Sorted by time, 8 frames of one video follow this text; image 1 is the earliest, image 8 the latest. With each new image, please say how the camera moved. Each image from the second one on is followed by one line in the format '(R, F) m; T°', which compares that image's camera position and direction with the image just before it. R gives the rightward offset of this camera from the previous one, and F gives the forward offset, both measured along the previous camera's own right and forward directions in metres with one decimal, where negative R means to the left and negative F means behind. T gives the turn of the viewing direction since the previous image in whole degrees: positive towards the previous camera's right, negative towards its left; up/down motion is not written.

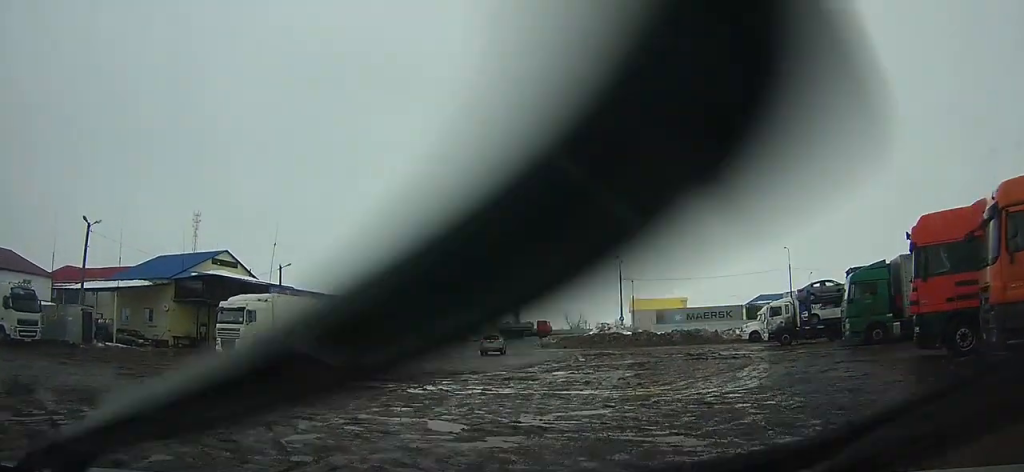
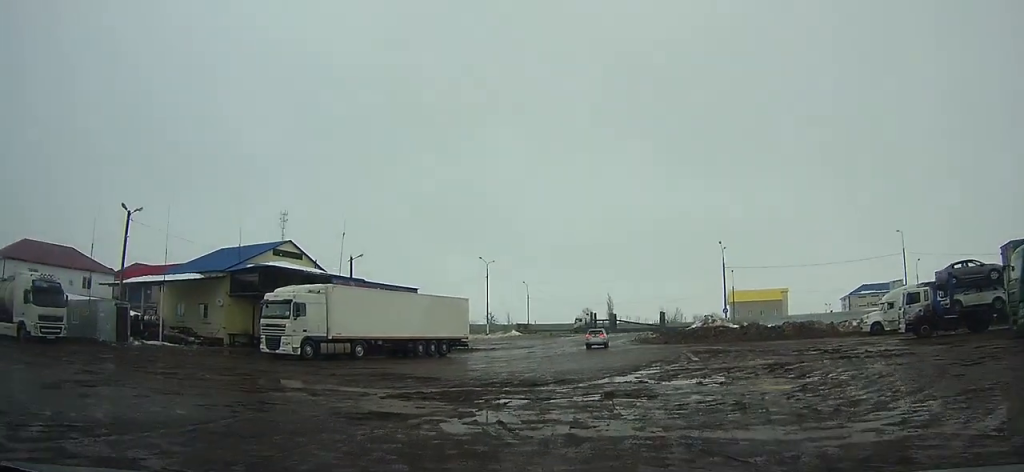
(-0.5, +5.9) m; -1°
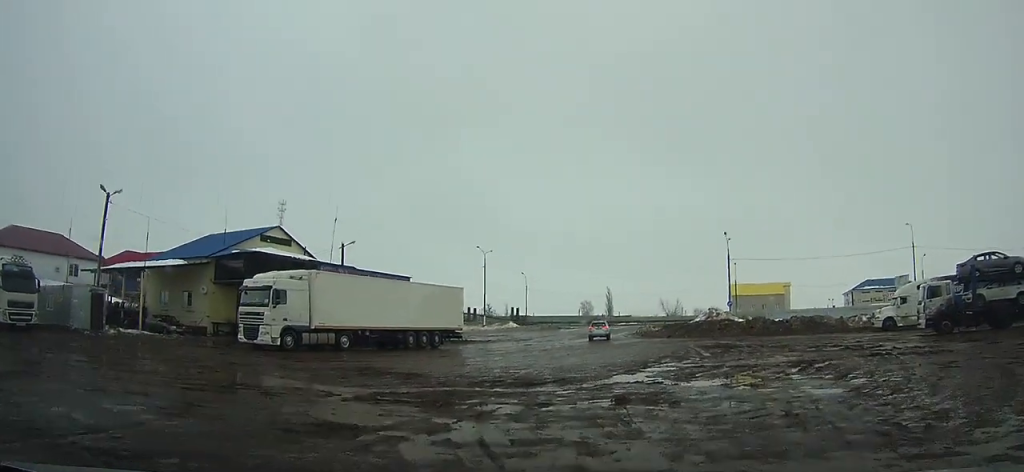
(-0.1, +2.4) m; +5°
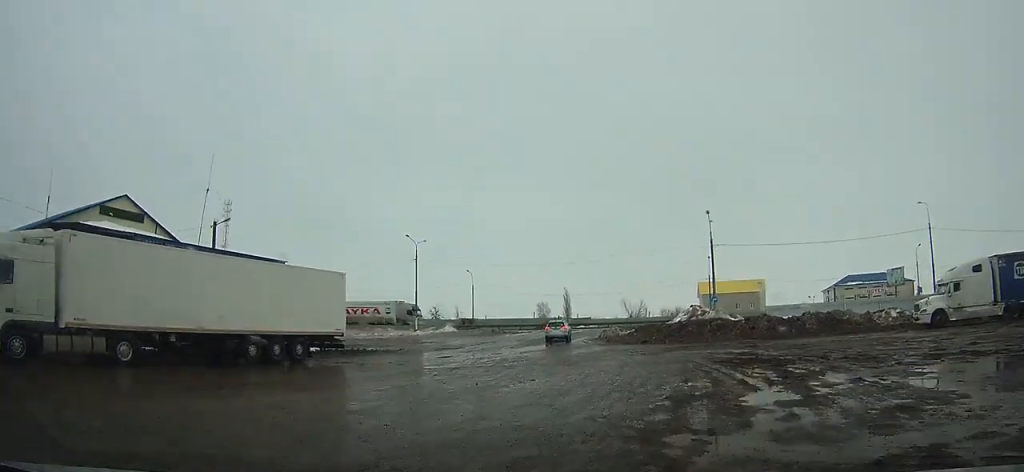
(+2.3, +14.5) m; +6°
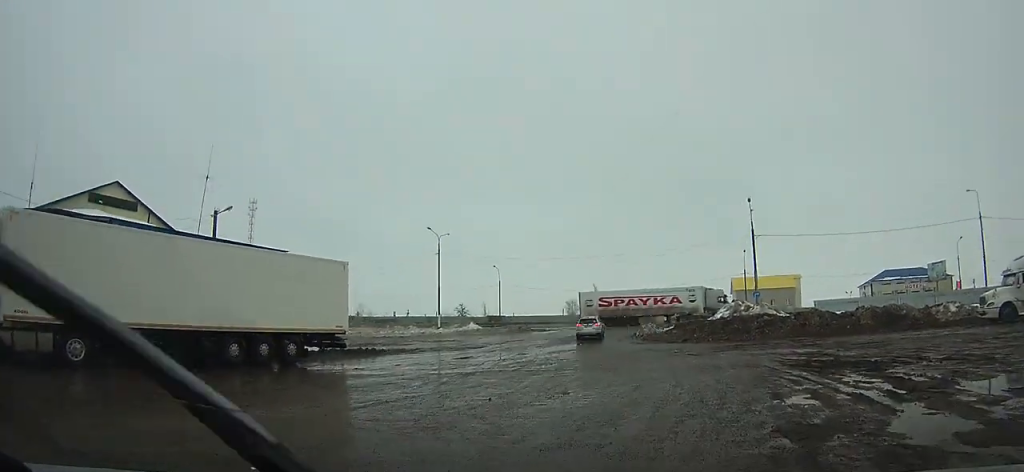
(-0.2, +4.5) m; -1°
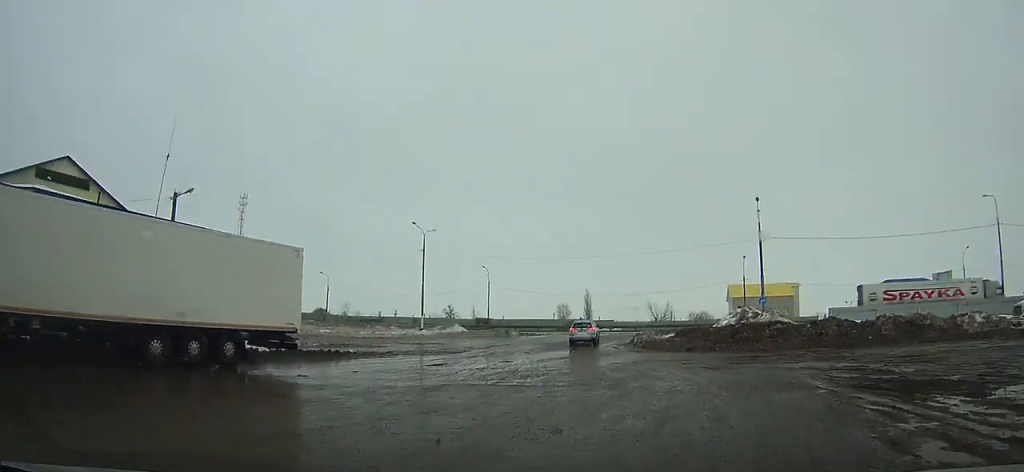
(-0.1, +4.2) m; 0°
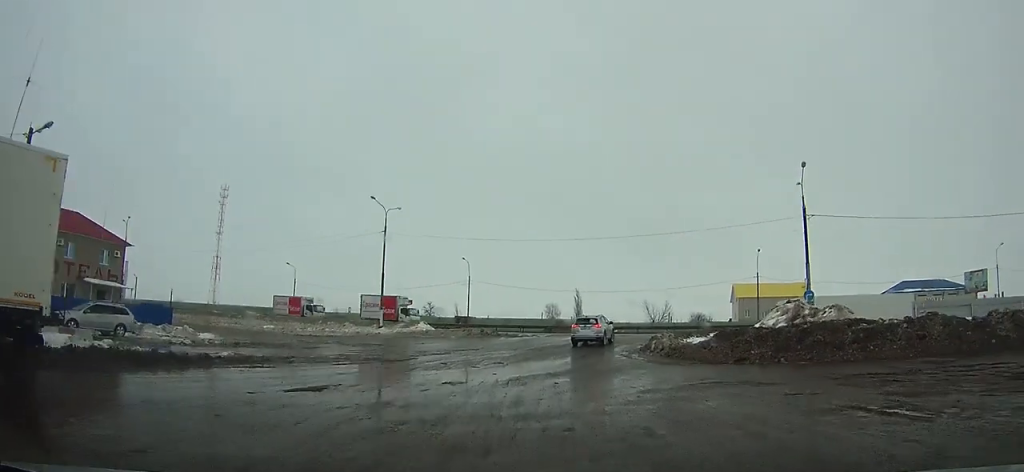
(+0.3, +10.2) m; +4°
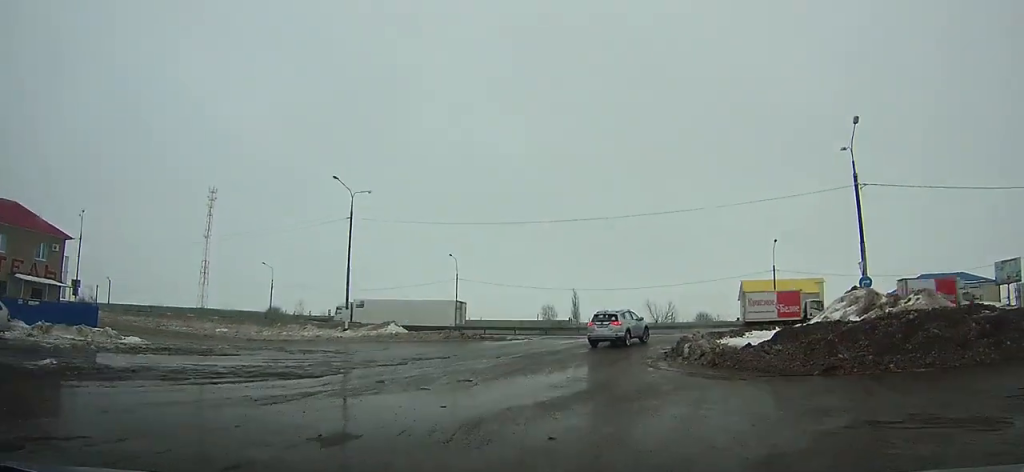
(+0.2, +7.7) m; +4°
